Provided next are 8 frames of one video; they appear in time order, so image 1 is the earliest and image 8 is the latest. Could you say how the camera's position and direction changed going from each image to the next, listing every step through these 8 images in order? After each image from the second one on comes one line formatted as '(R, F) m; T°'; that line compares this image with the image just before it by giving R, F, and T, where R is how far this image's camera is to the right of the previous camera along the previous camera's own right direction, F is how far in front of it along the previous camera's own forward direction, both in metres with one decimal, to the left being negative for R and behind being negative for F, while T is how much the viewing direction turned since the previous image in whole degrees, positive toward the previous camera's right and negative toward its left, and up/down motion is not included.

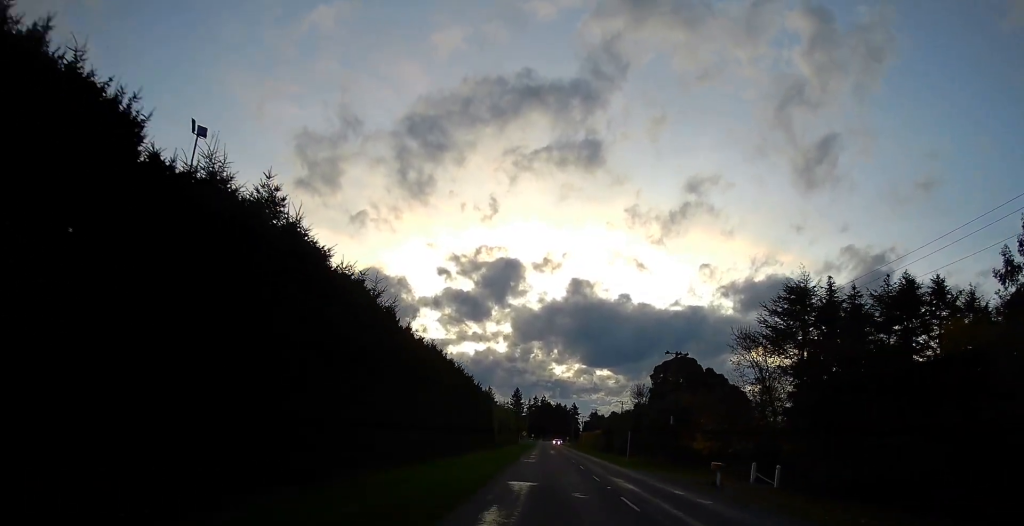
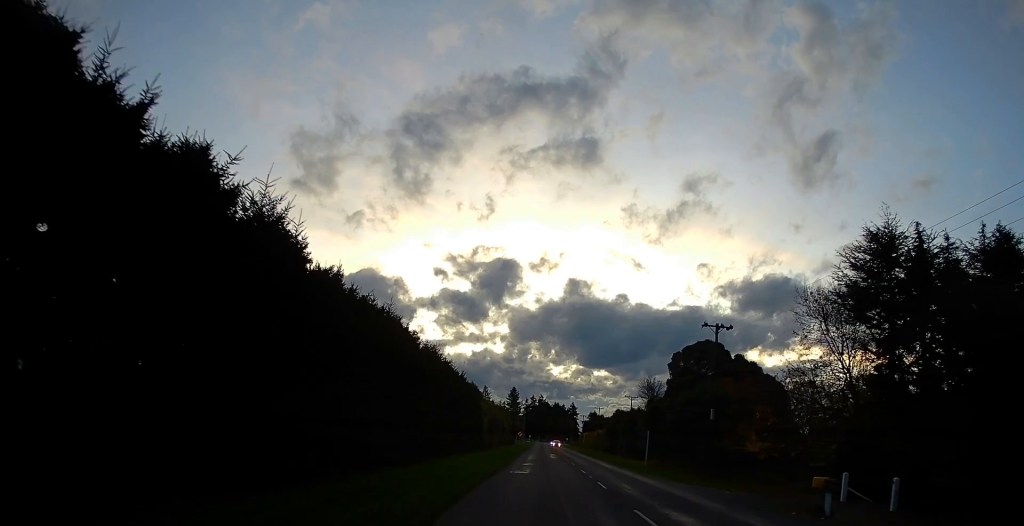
(+0.3, +13.2) m; +1°
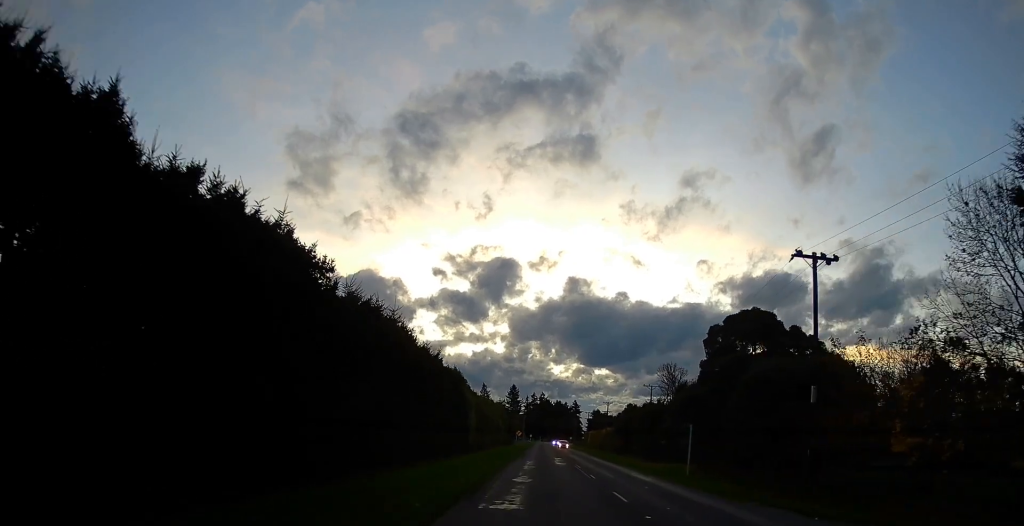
(+0.1, +15.1) m; 0°
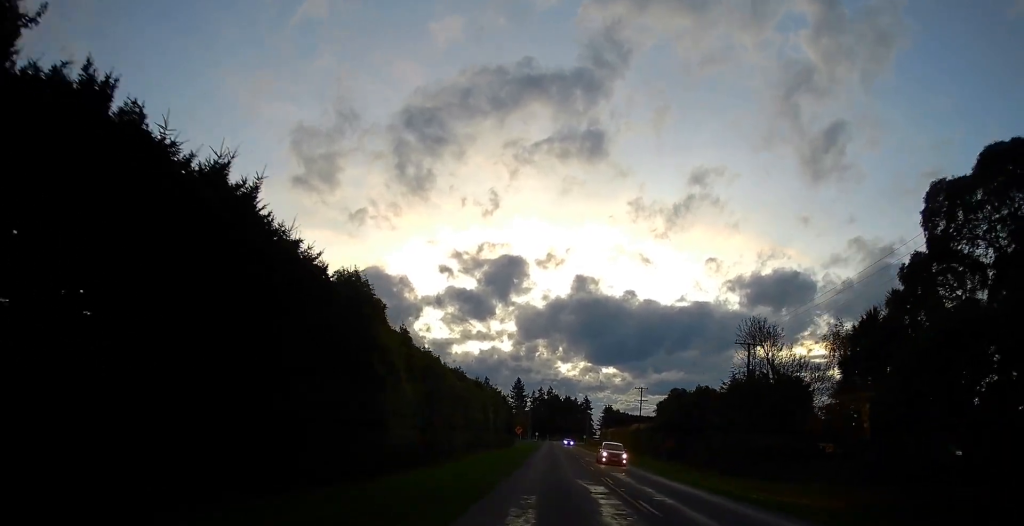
(-0.4, +32.2) m; -1°
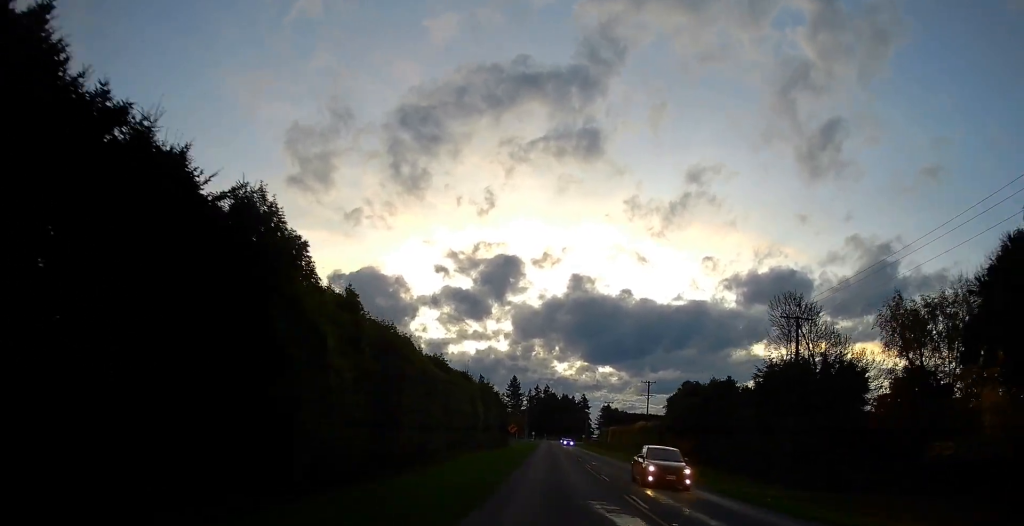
(+0.1, +8.7) m; 0°
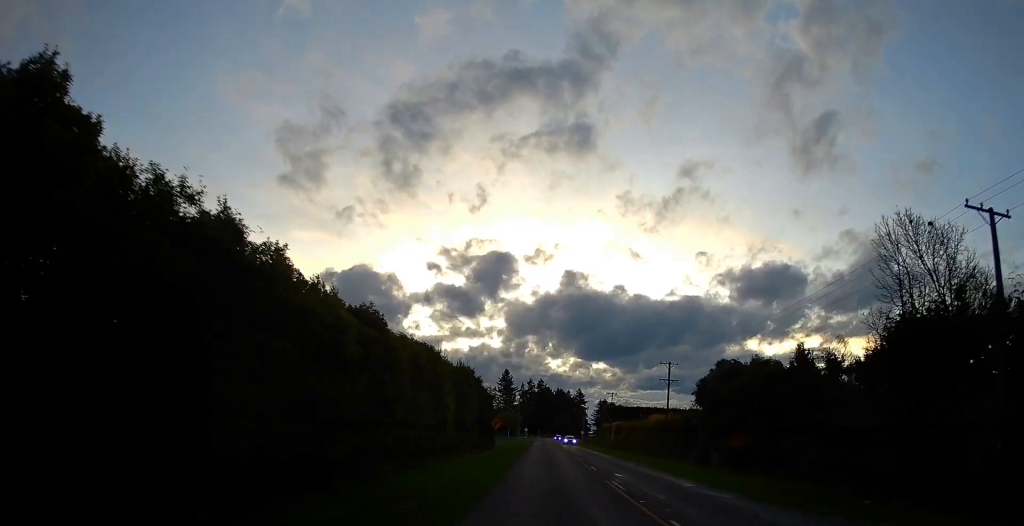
(+0.1, +16.4) m; +1°
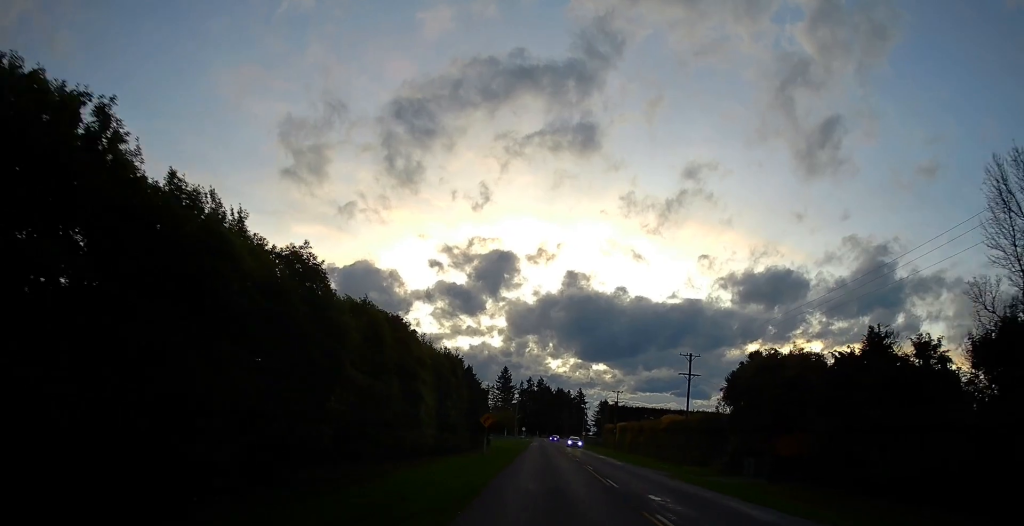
(-0.3, +8.9) m; +1°
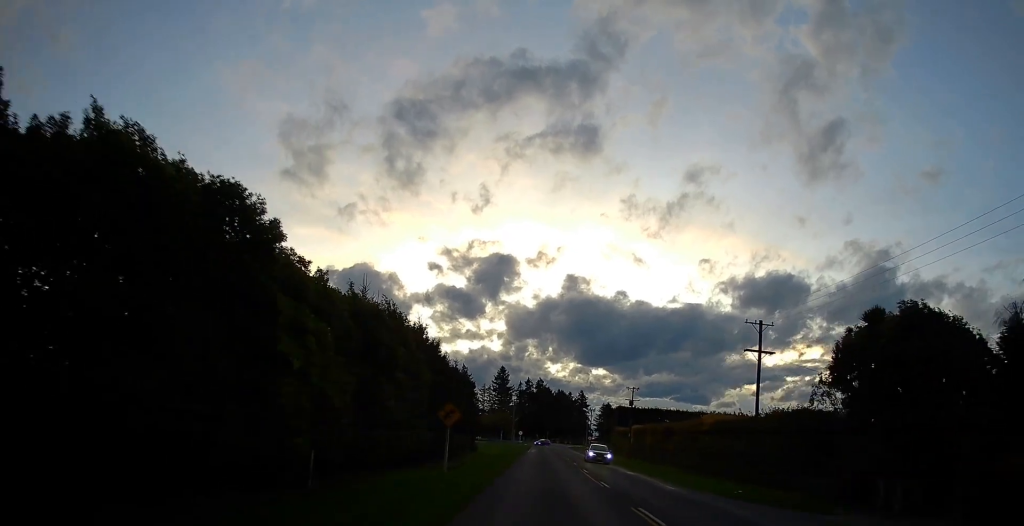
(+0.9, +17.8) m; 0°
